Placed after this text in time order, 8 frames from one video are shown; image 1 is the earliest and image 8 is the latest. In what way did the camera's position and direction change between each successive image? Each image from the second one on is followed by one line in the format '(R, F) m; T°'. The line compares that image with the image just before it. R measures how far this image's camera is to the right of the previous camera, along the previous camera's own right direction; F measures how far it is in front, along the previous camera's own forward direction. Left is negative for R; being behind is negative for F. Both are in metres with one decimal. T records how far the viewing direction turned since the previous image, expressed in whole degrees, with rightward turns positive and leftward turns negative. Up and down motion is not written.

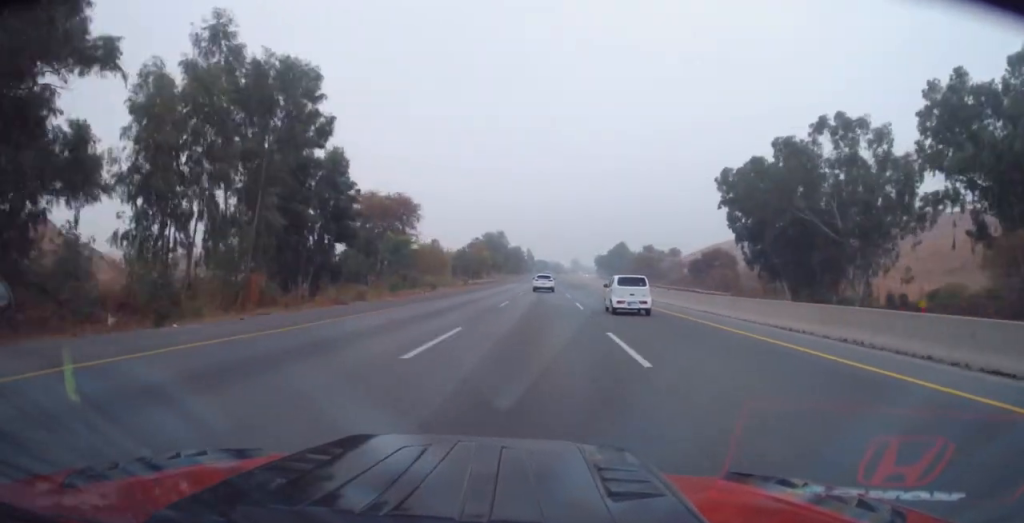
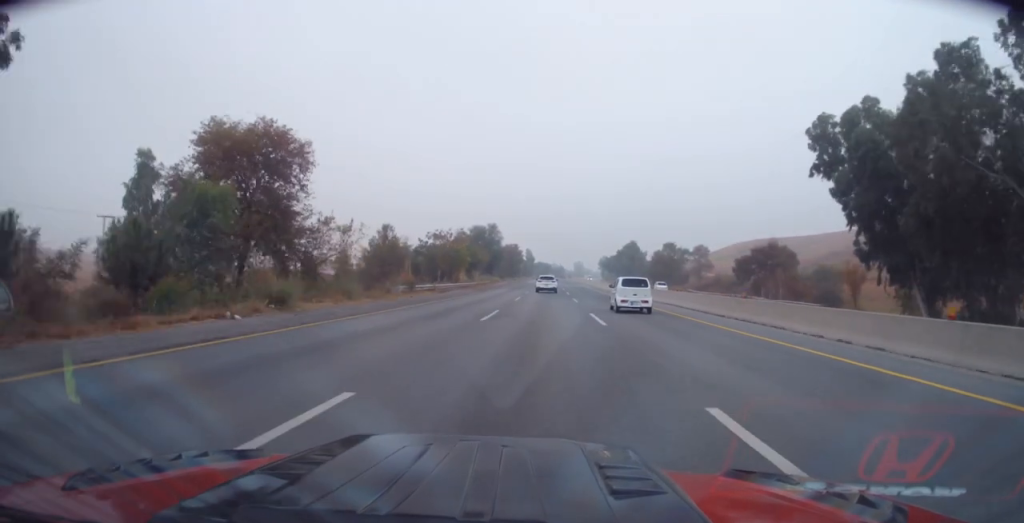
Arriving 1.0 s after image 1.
(+0.4, +27.0) m; 0°
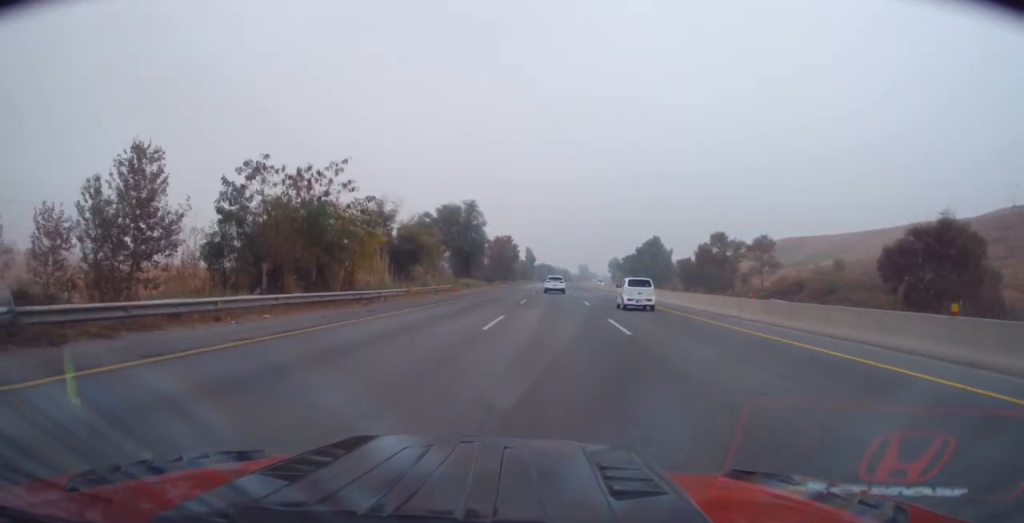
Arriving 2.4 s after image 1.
(-0.7, +38.9) m; 0°
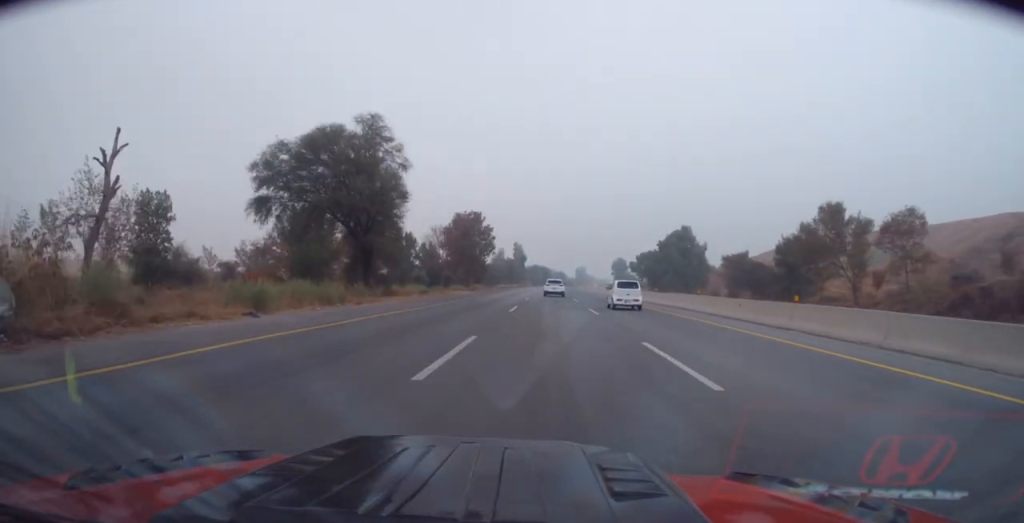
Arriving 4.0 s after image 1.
(+0.7, +44.0) m; +1°
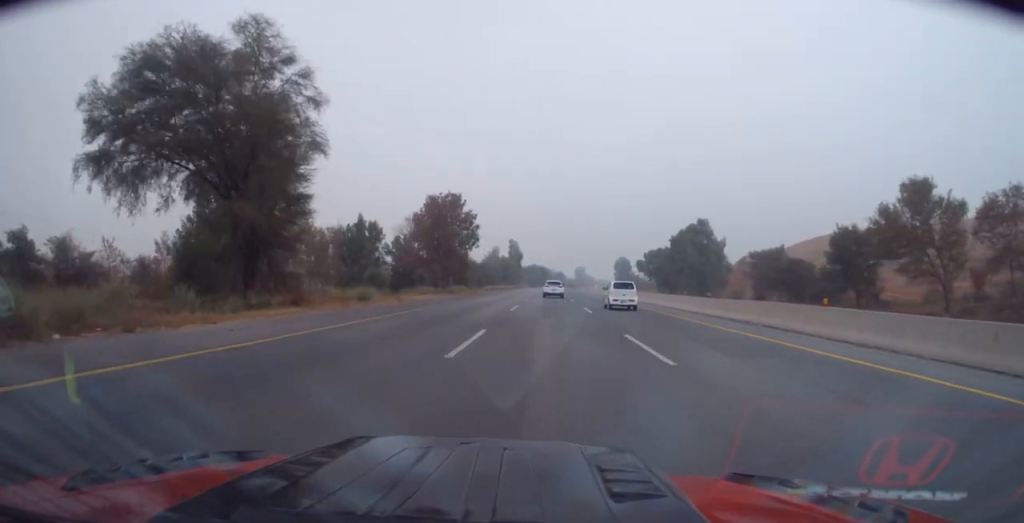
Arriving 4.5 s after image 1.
(0.0, +15.4) m; 0°
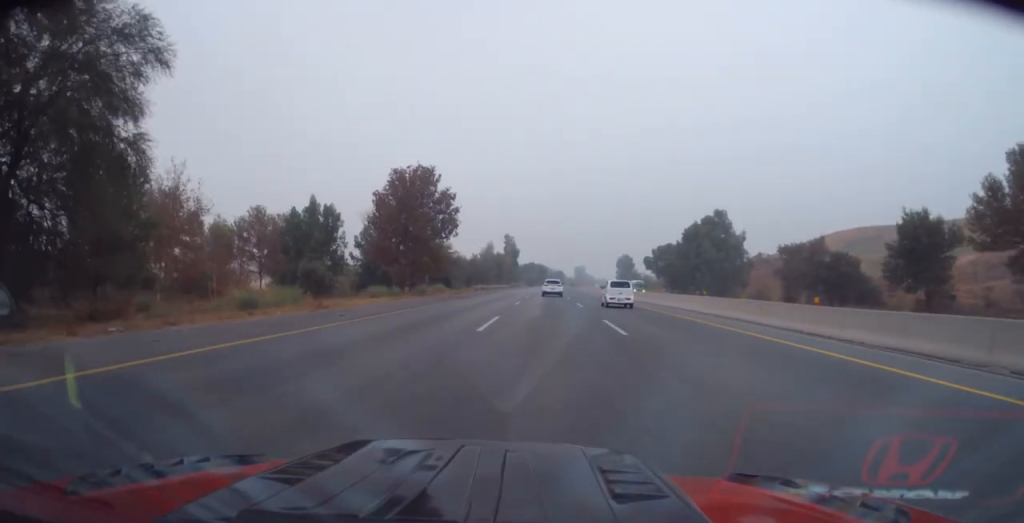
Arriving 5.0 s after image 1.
(+0.1, +12.6) m; 0°
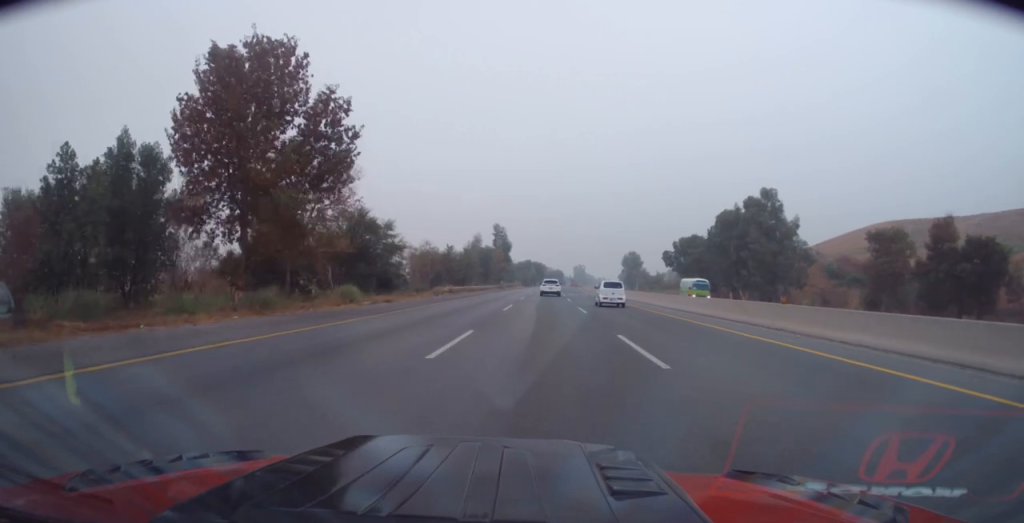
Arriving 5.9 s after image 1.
(+0.1, +24.0) m; 0°
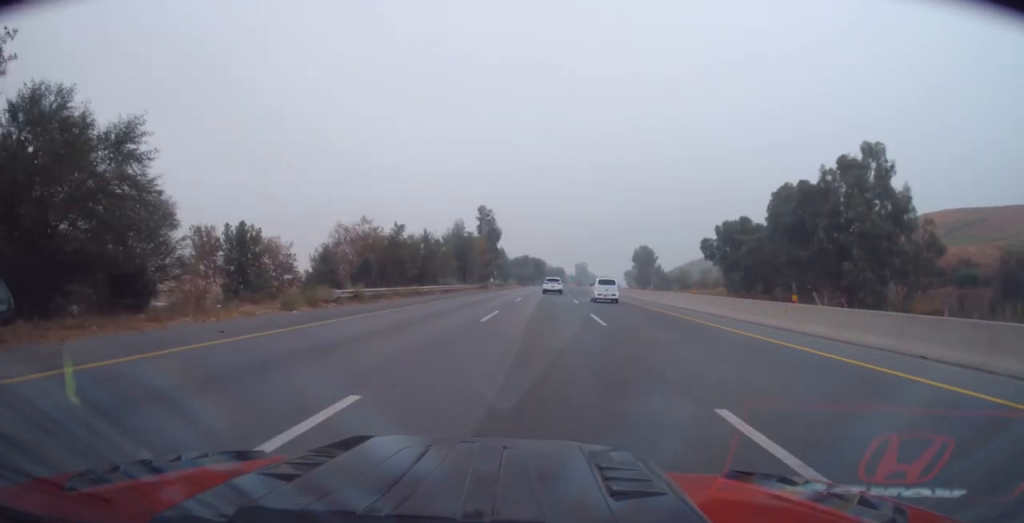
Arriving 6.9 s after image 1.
(-0.2, +27.4) m; 0°
